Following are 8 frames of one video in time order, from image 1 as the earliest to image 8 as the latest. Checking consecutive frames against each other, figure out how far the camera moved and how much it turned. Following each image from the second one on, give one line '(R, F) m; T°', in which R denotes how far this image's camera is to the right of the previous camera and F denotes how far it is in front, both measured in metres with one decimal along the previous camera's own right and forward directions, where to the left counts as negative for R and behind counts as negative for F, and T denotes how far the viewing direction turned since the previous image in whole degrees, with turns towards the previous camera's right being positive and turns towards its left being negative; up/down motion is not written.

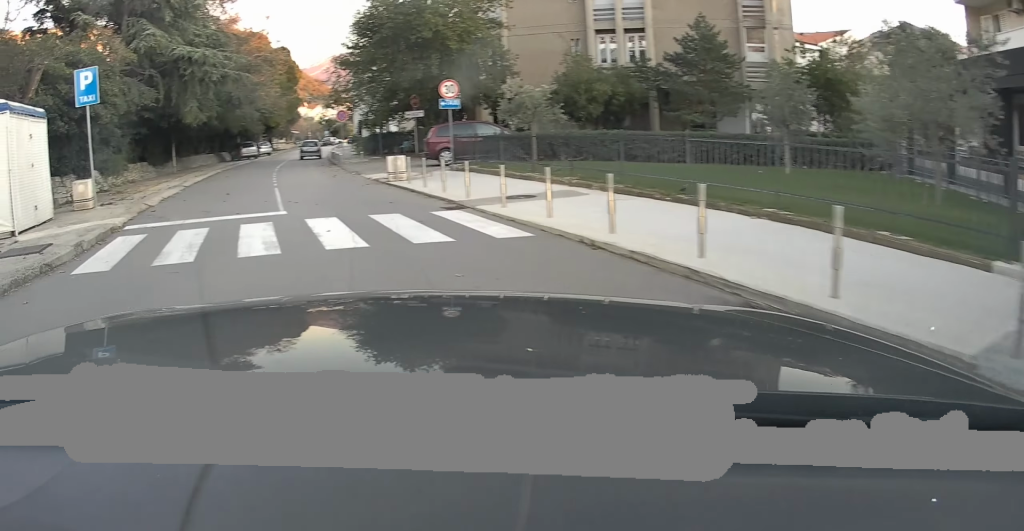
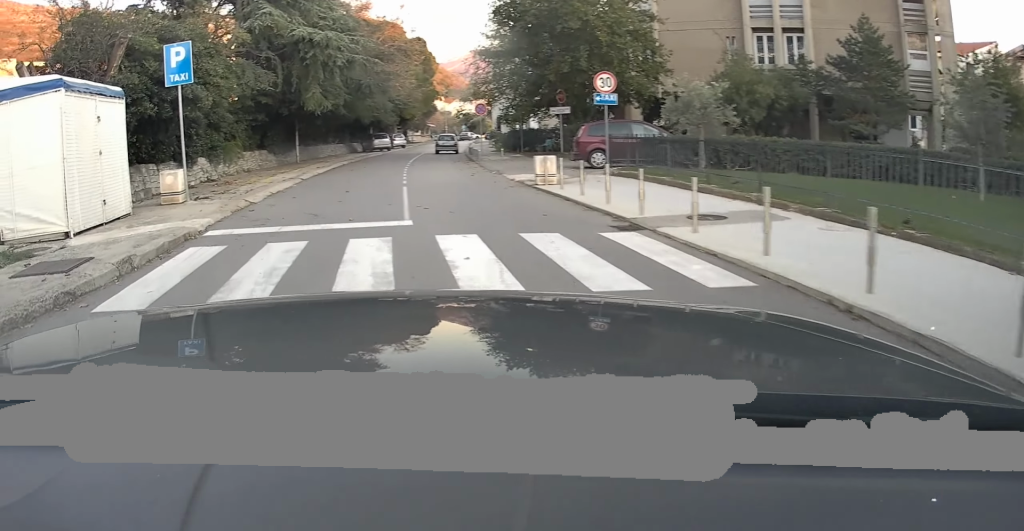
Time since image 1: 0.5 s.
(-0.2, +2.5) m; -7°
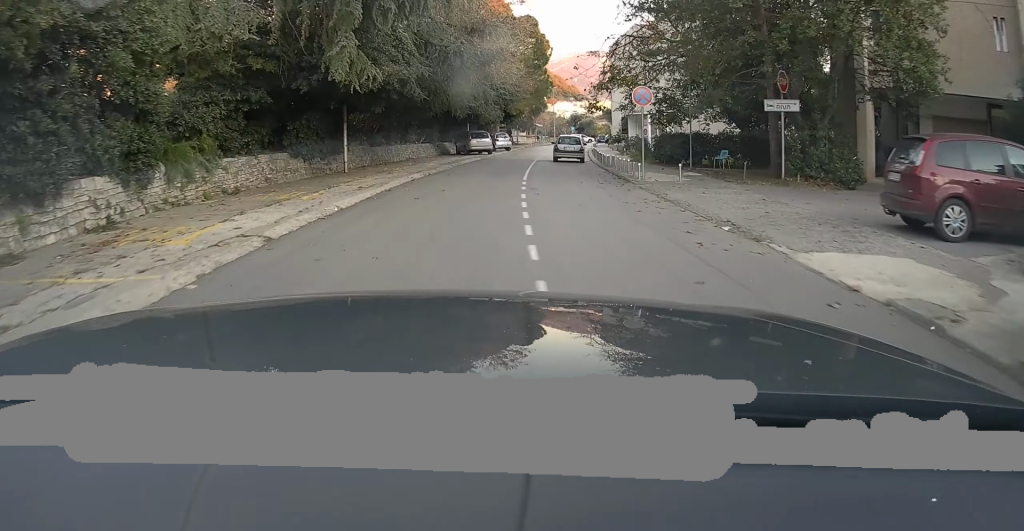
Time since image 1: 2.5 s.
(-1.8, +12.2) m; -9°
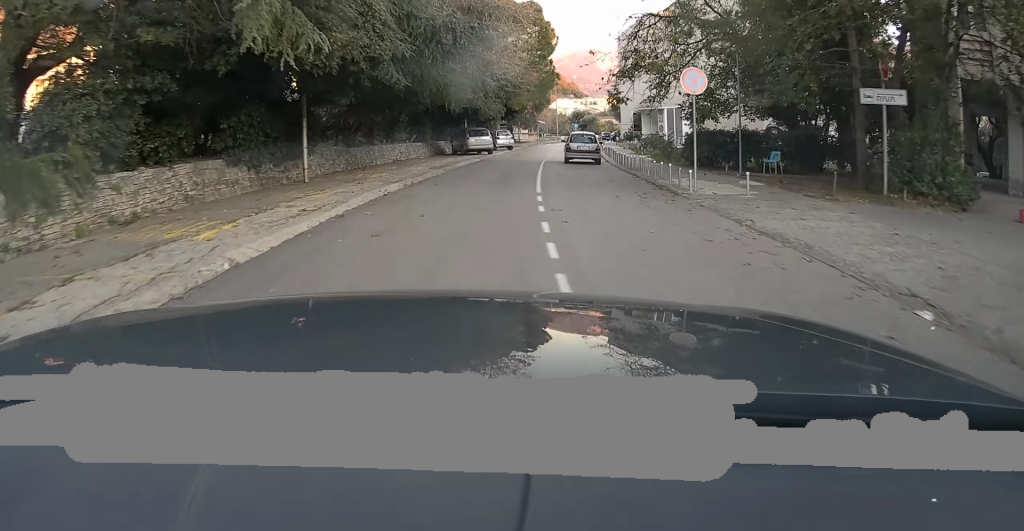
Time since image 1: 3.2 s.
(+0.2, +5.0) m; +1°
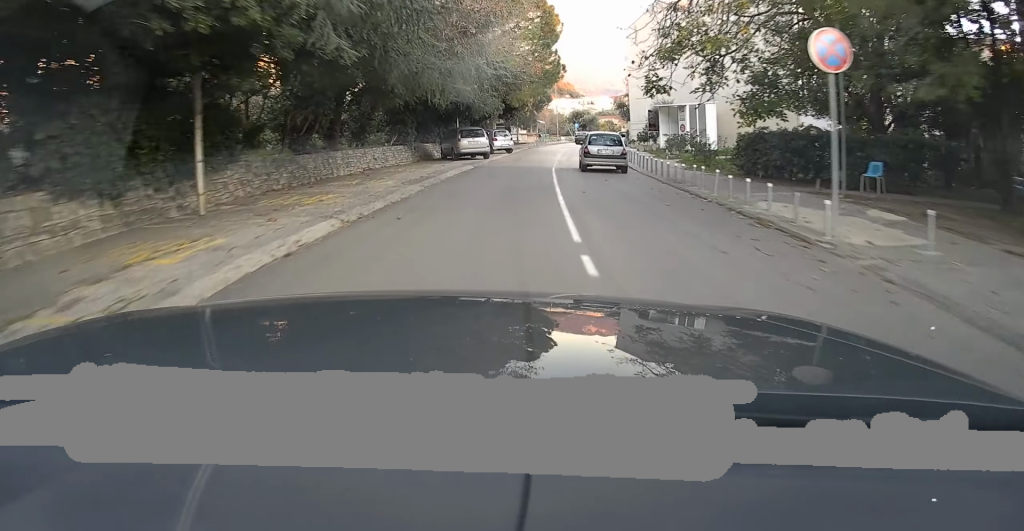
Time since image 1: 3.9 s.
(+0.1, +6.4) m; 0°
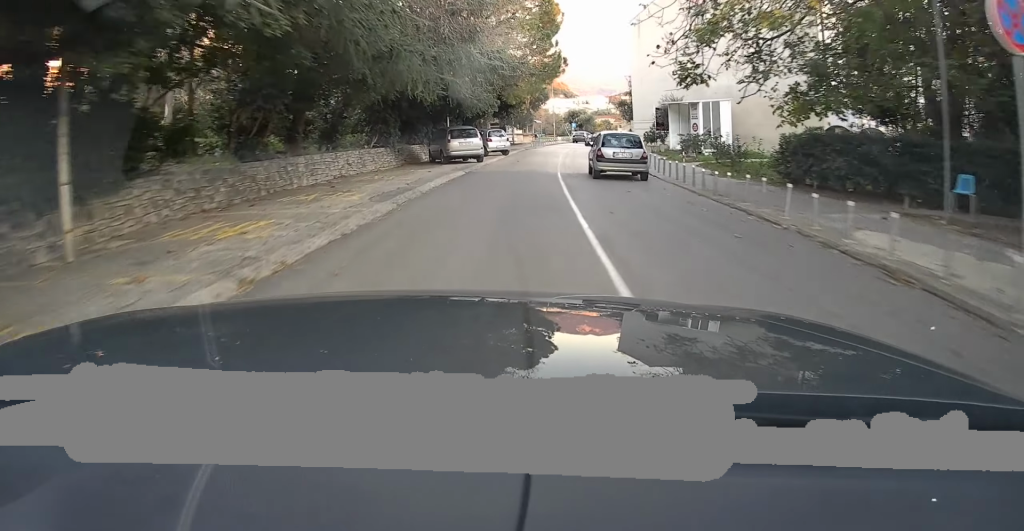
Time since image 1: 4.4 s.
(0.0, +3.7) m; 0°
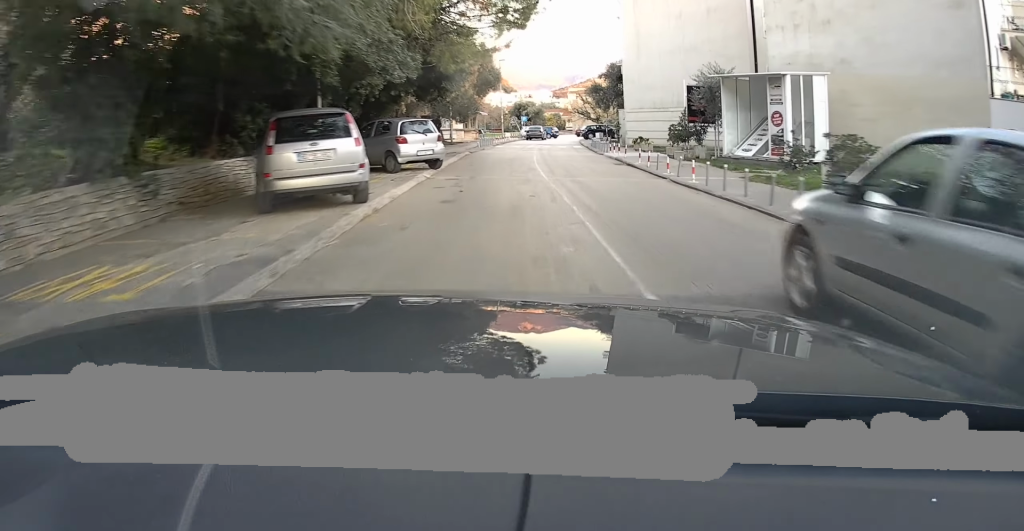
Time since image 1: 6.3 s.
(+0.6, +17.5) m; +5°
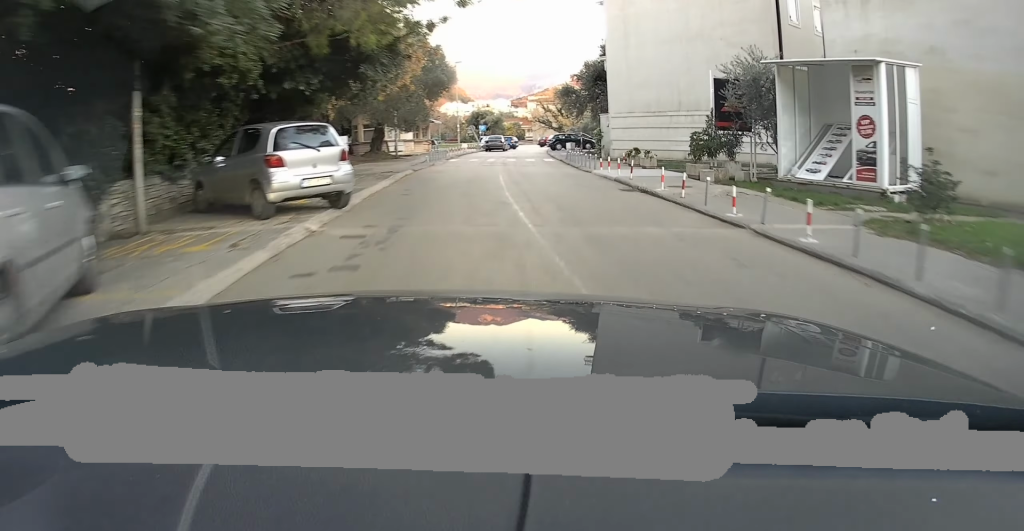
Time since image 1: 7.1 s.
(+0.1, +7.8) m; +4°
